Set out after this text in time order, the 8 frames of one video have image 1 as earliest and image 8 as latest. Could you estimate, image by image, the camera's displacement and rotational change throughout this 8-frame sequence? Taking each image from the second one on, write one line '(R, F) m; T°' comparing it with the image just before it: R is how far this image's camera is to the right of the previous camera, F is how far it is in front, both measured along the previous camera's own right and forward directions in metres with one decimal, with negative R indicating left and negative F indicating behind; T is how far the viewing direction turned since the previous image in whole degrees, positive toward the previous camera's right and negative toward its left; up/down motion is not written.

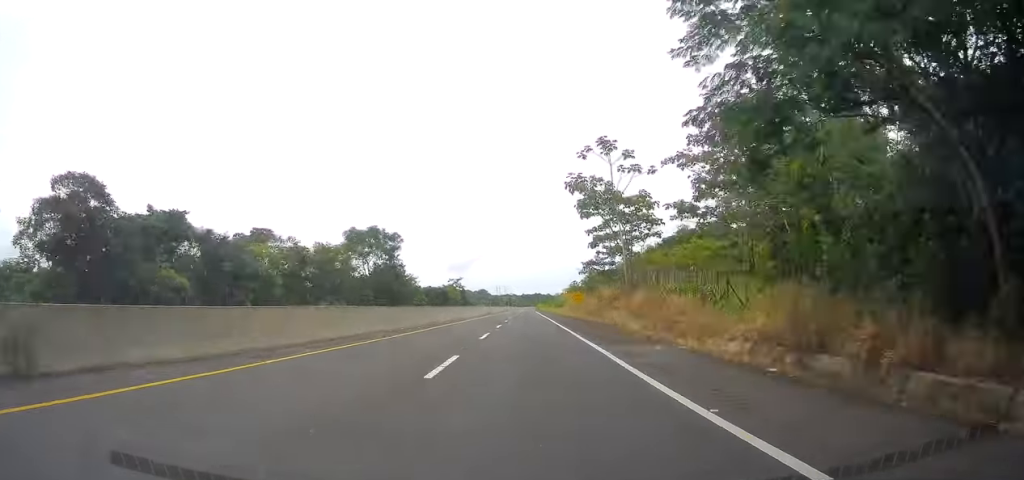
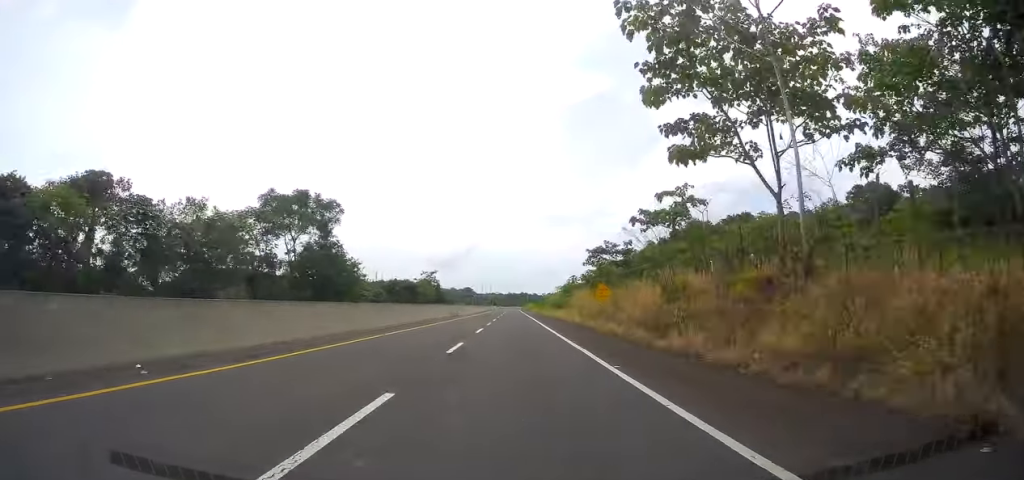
(+1.3, +31.2) m; +4°
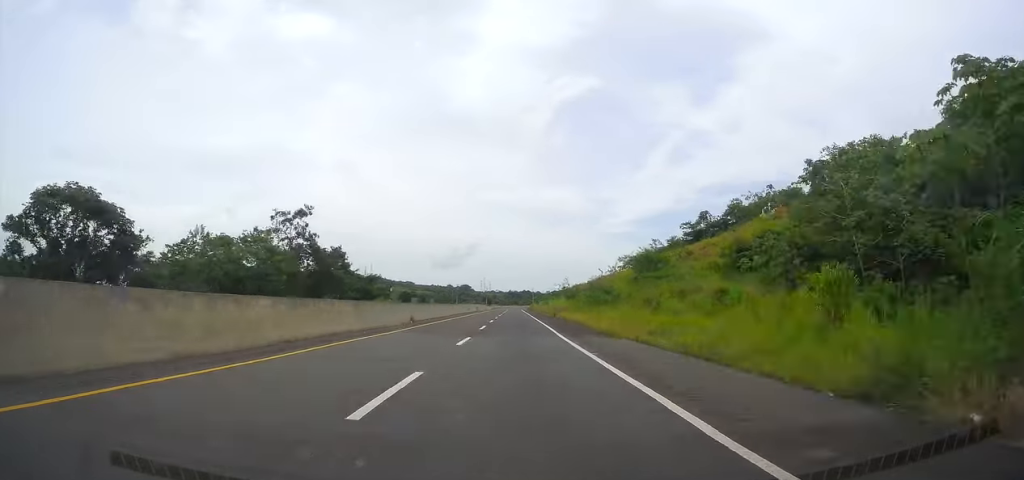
(+5.0, +107.5) m; +3°
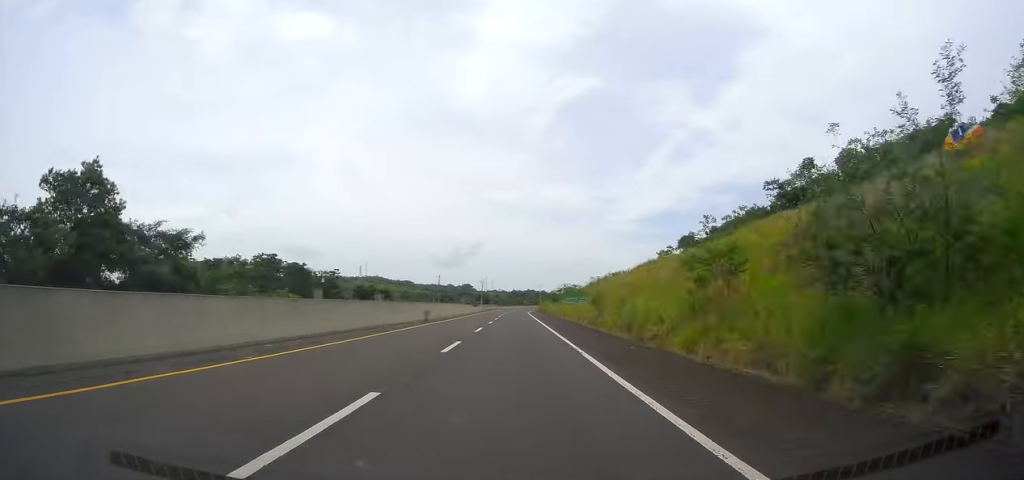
(-0.4, +63.6) m; -1°
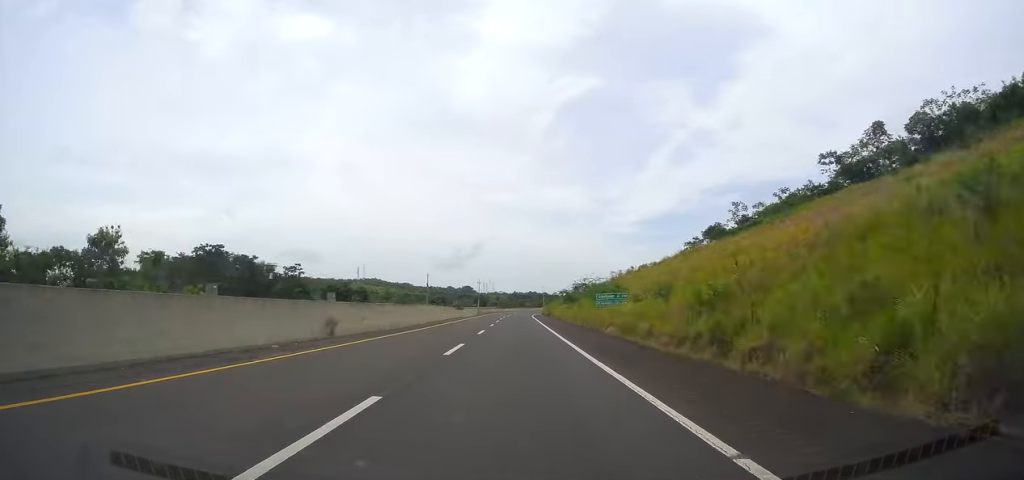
(0.0, +24.6) m; 0°
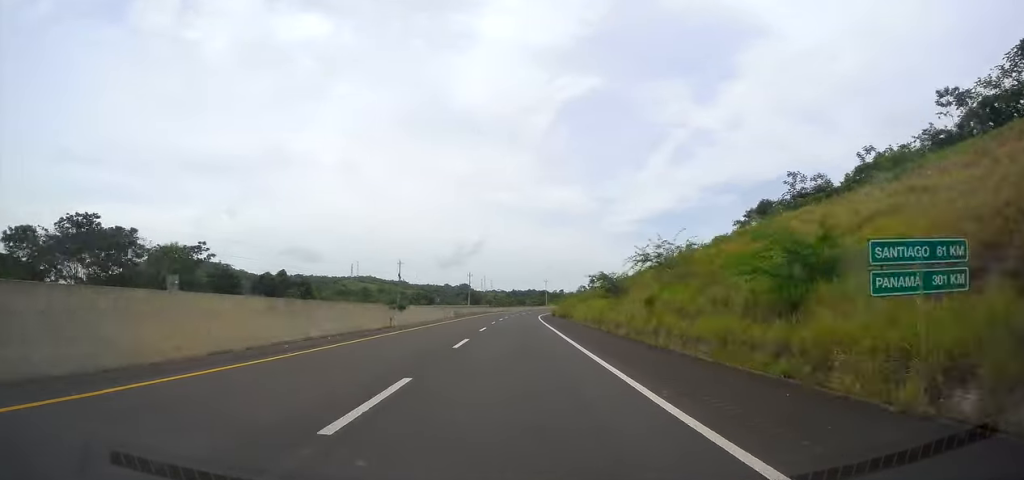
(-0.2, +34.9) m; 0°
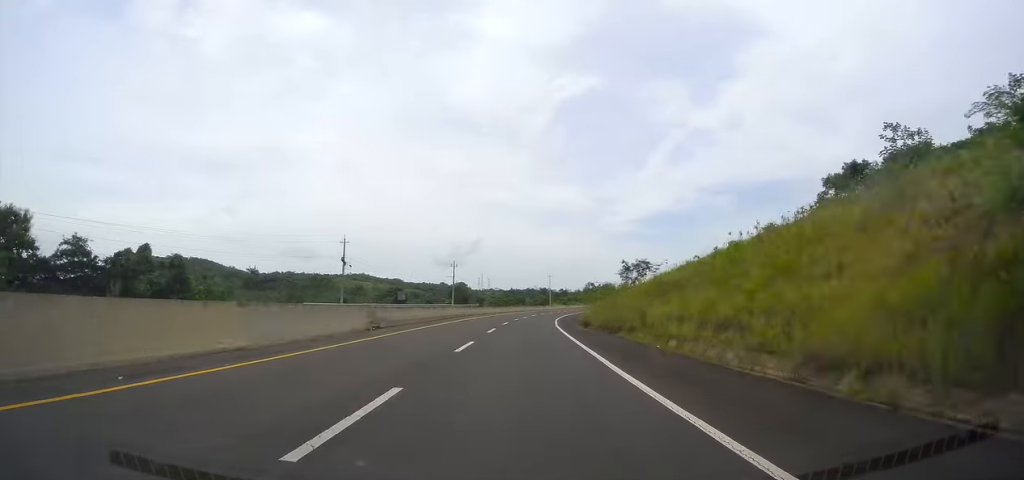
(+0.1, +37.1) m; +1°
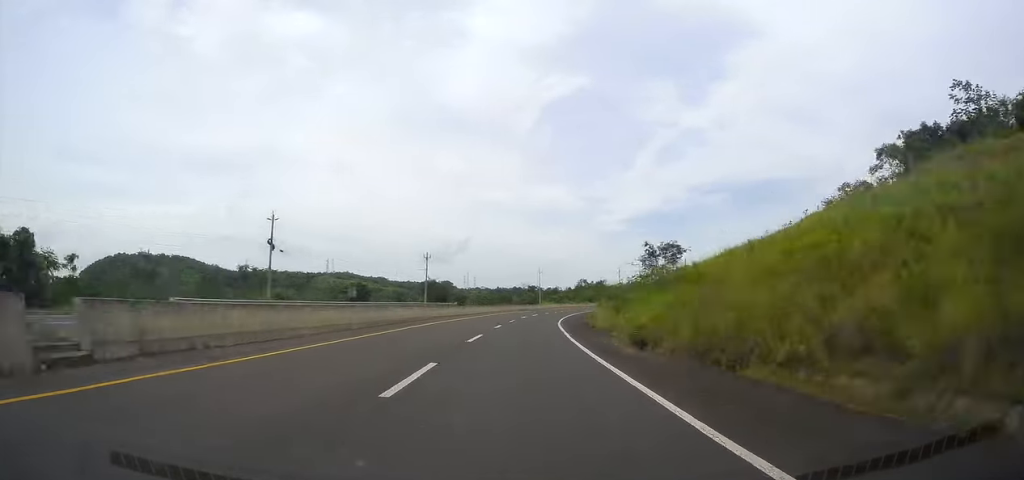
(-0.2, +20.6) m; +1°
